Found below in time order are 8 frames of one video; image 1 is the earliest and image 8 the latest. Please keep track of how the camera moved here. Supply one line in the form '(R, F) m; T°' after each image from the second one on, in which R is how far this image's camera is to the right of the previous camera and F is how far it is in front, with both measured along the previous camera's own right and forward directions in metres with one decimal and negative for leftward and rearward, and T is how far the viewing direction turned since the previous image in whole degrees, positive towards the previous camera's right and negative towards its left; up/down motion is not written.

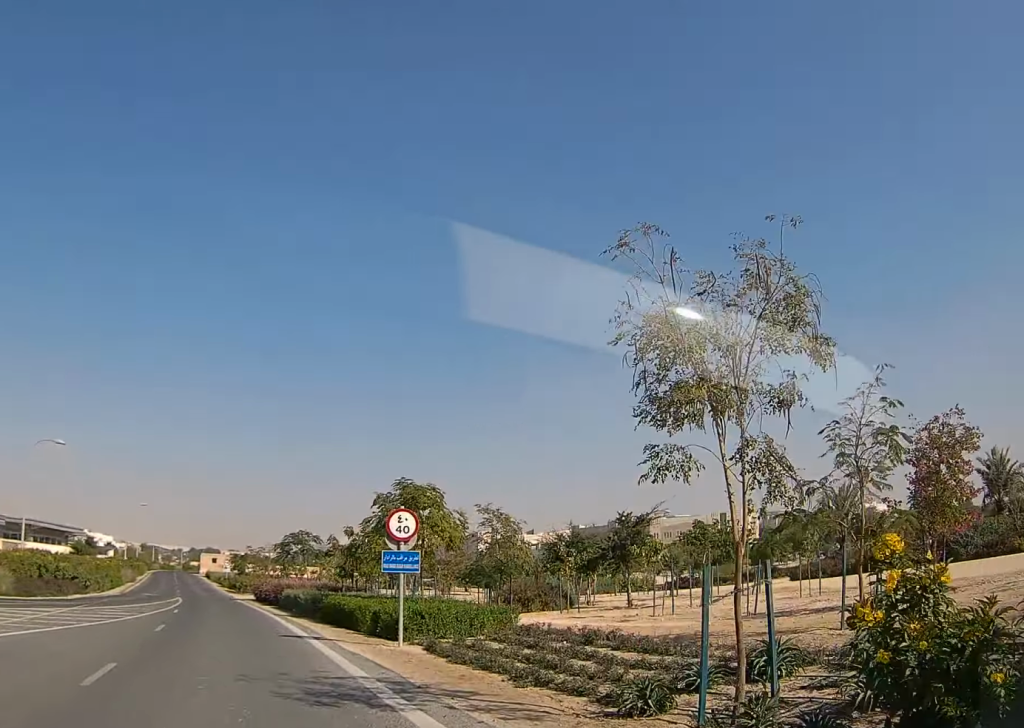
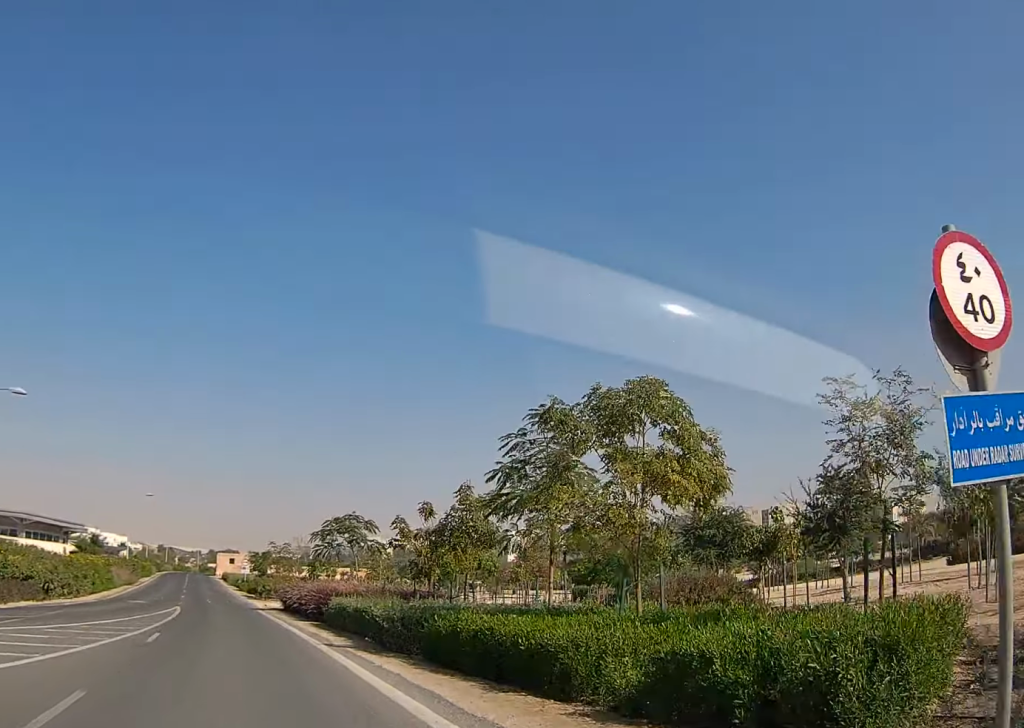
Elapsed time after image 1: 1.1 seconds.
(-0.2, +11.9) m; -3°
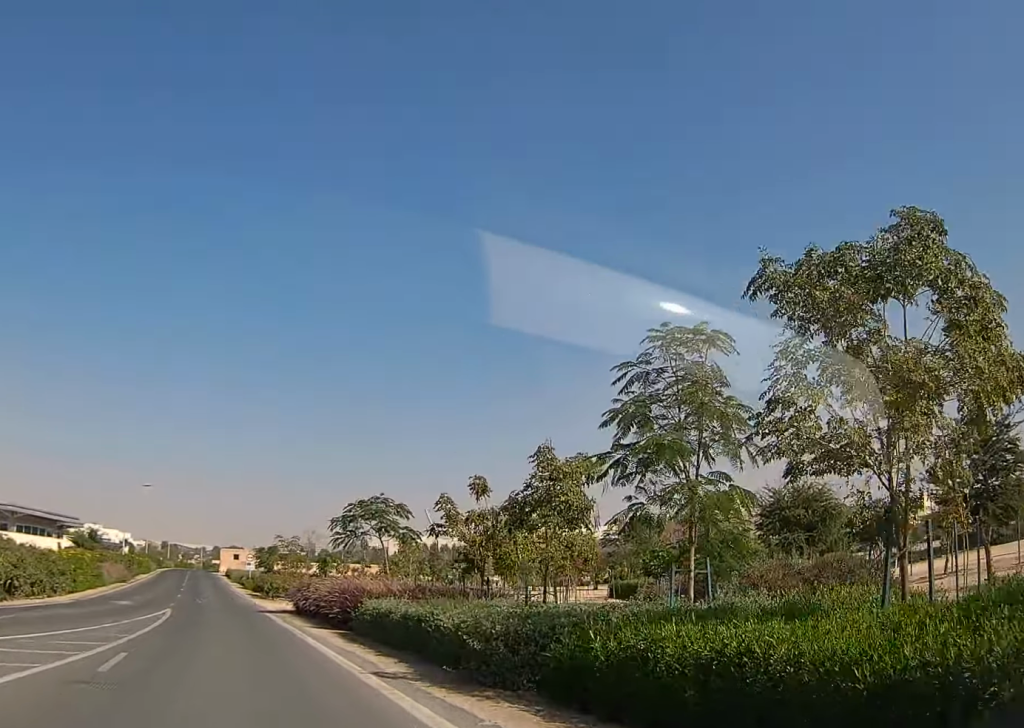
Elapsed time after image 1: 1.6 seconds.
(0.0, +5.2) m; -1°
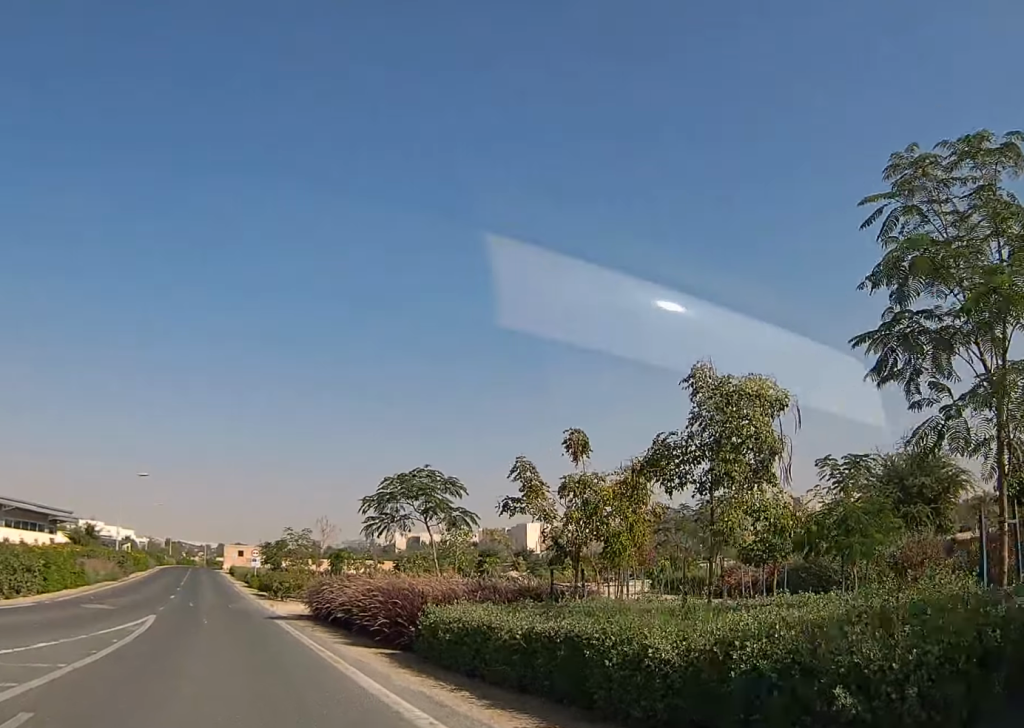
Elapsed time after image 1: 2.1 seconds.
(-0.2, +5.7) m; -1°
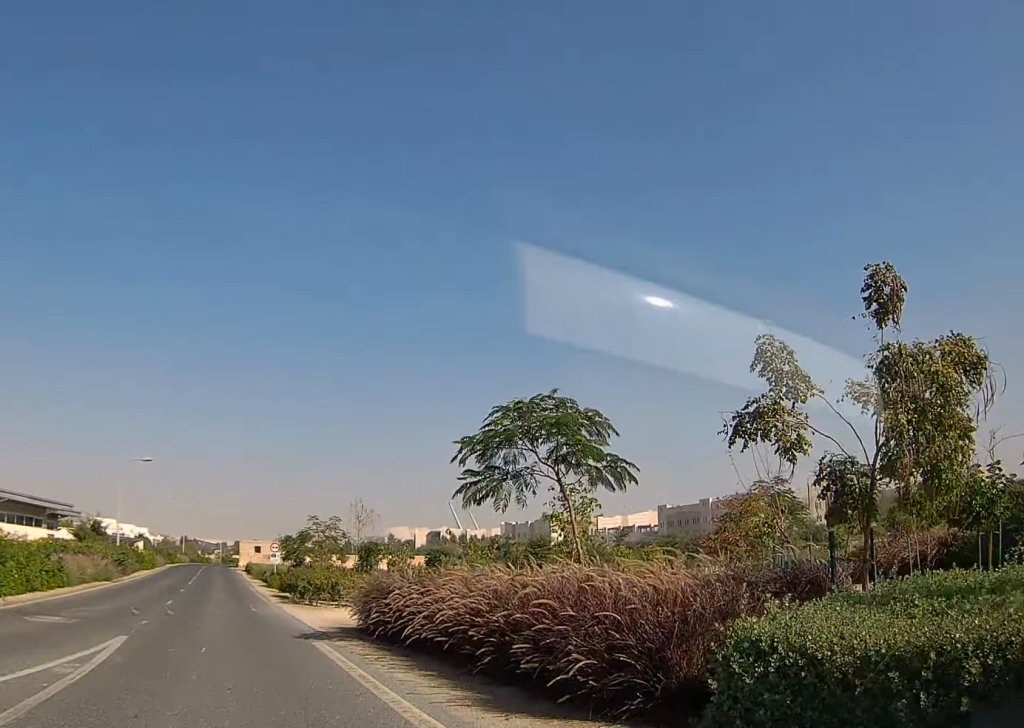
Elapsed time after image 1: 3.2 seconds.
(0.0, +8.8) m; -1°
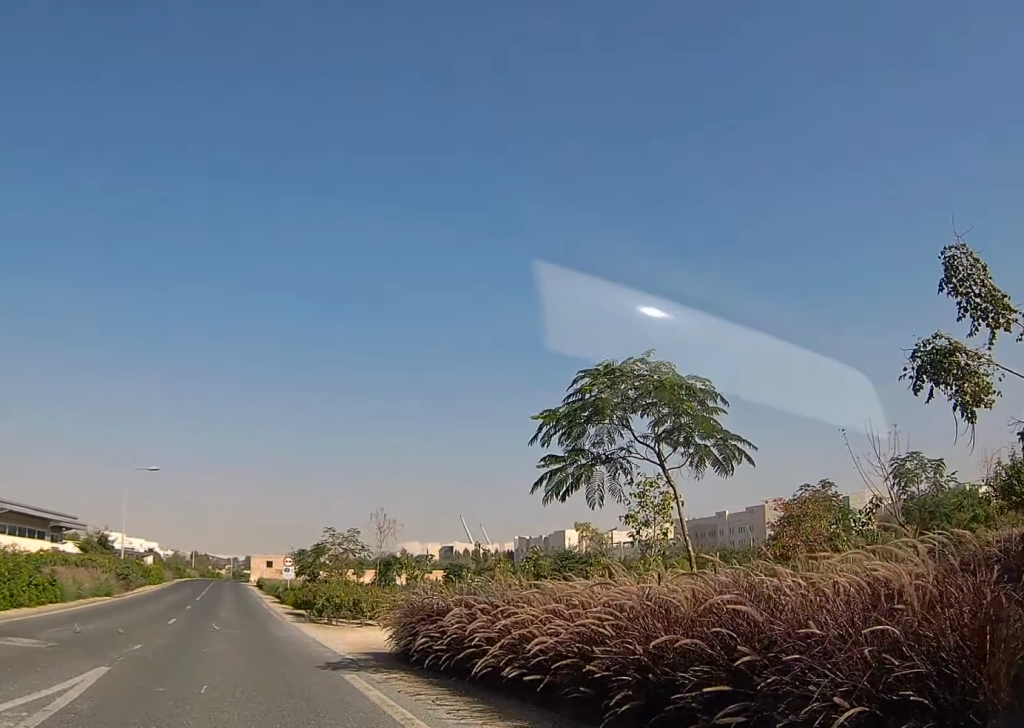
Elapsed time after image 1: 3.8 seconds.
(0.0, +4.3) m; -1°
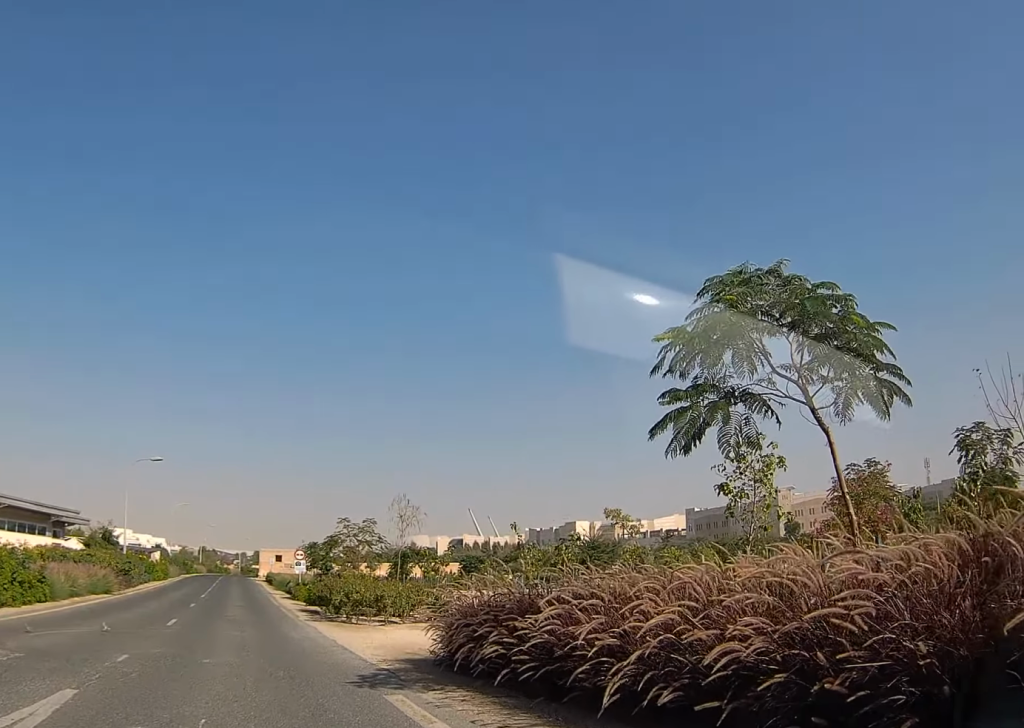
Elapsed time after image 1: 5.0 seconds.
(-0.2, +4.9) m; -2°
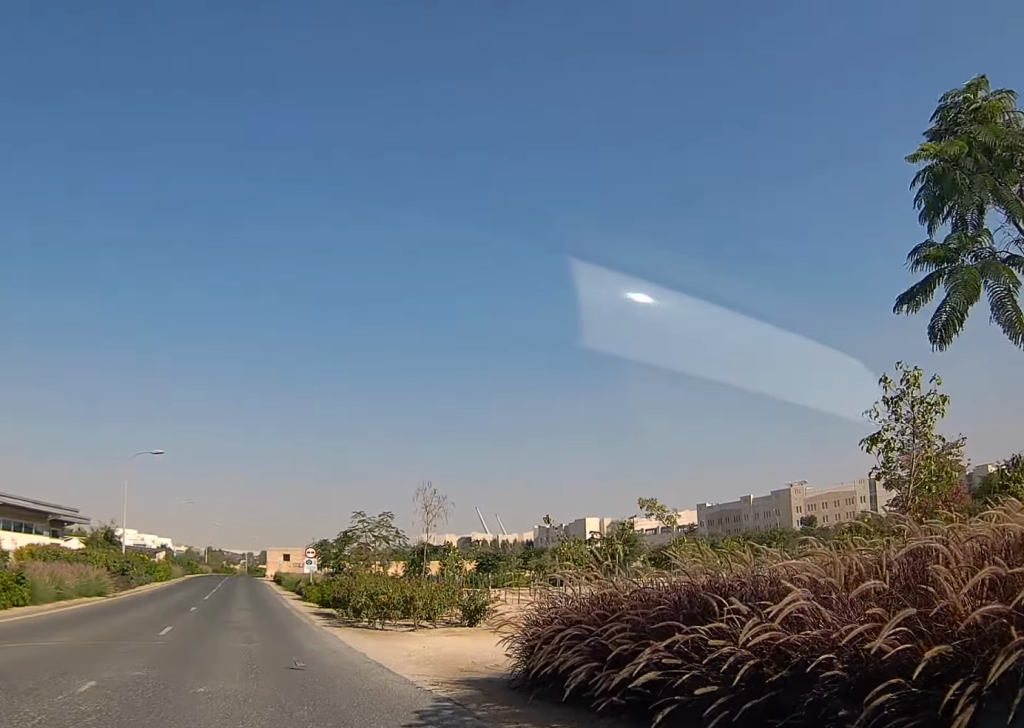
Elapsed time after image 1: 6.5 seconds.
(0.0, +3.7) m; 0°
